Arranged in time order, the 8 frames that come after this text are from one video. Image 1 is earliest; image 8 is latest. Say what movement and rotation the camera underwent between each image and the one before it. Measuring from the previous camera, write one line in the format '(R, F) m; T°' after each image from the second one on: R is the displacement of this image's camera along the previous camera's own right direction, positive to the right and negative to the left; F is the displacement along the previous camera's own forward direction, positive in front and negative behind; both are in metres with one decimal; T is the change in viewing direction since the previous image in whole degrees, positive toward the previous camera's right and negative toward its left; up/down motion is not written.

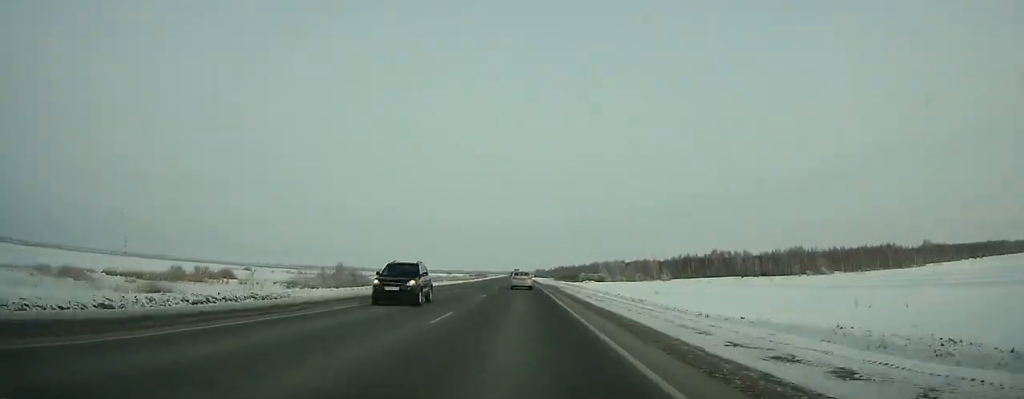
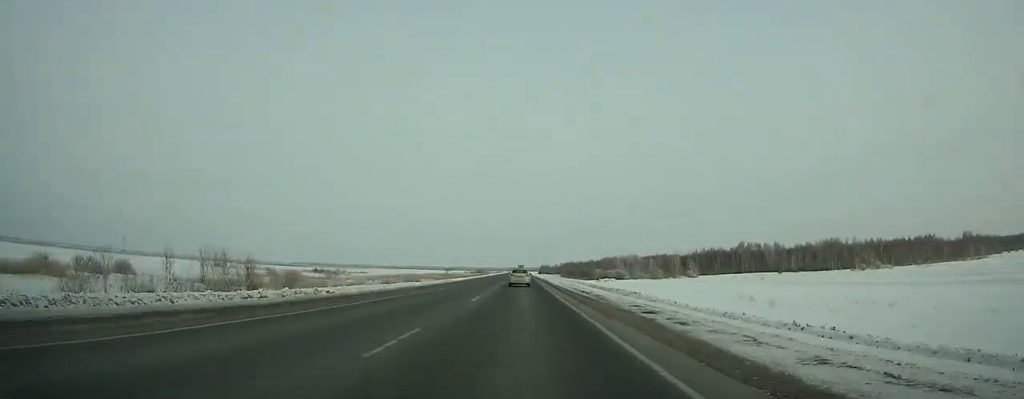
(-0.1, +37.0) m; 0°
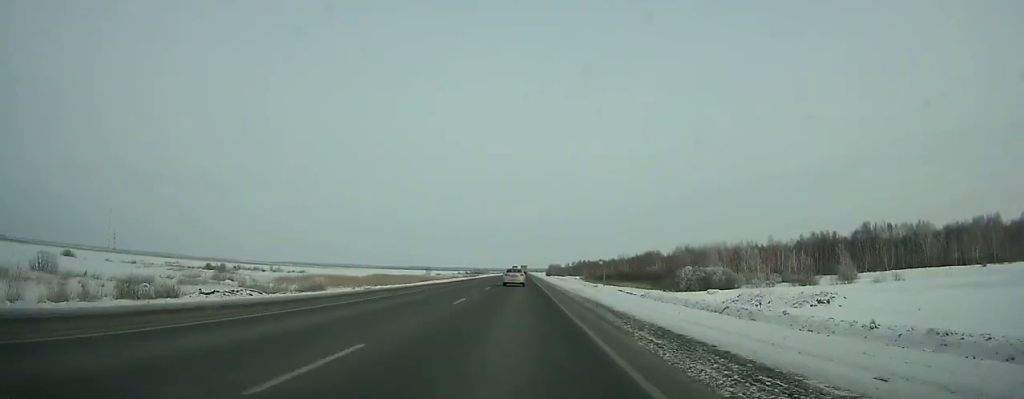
(-0.4, +115.4) m; 0°
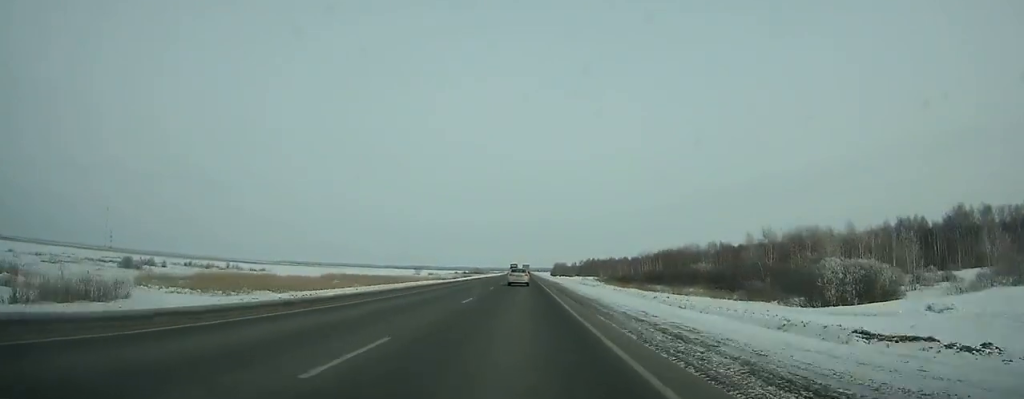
(0.0, +47.0) m; 0°
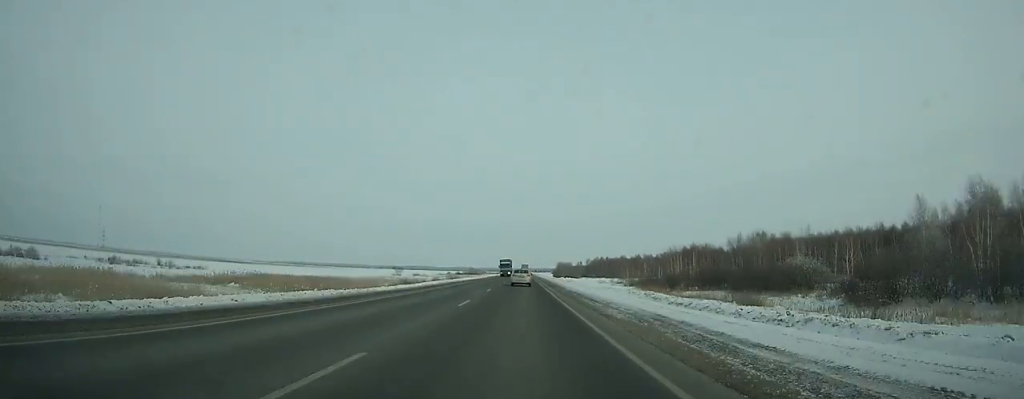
(-0.2, +49.4) m; 0°
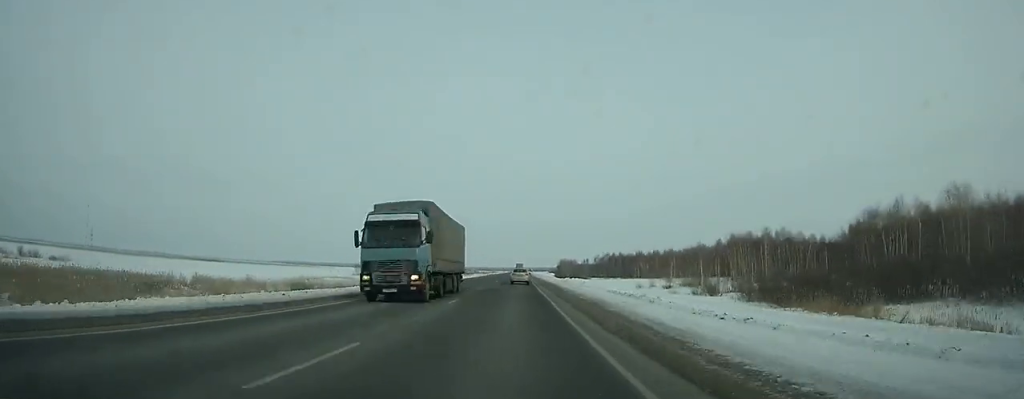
(+0.3, +65.2) m; 0°
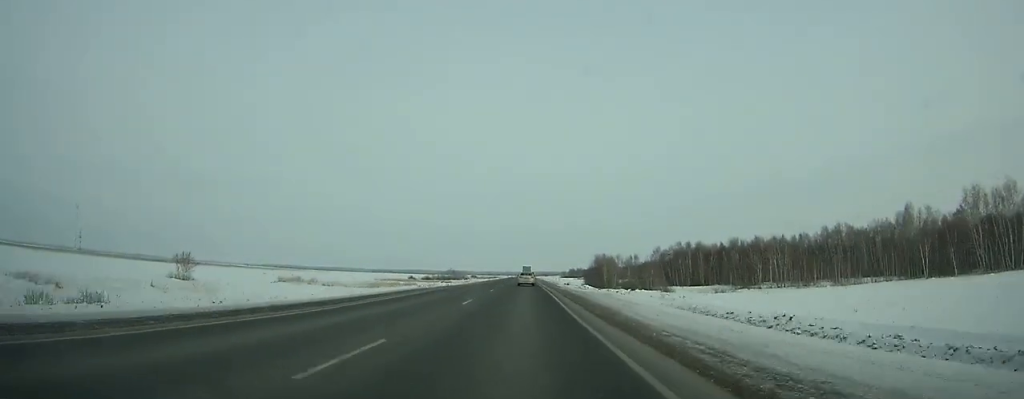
(-0.5, +129.2) m; 0°
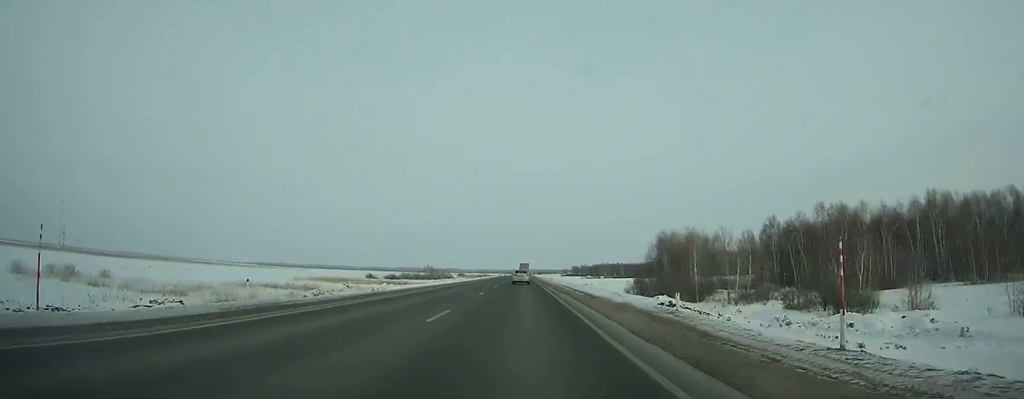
(0.0, +87.6) m; 0°
